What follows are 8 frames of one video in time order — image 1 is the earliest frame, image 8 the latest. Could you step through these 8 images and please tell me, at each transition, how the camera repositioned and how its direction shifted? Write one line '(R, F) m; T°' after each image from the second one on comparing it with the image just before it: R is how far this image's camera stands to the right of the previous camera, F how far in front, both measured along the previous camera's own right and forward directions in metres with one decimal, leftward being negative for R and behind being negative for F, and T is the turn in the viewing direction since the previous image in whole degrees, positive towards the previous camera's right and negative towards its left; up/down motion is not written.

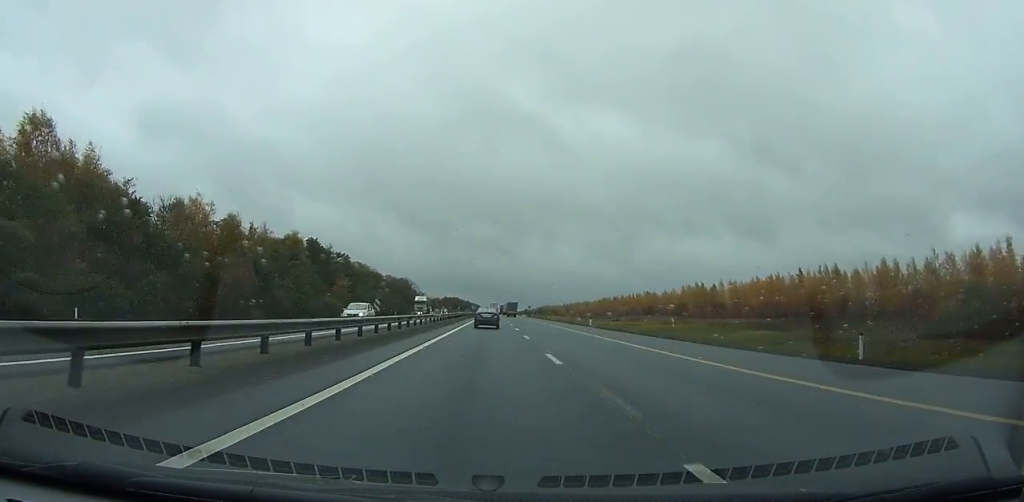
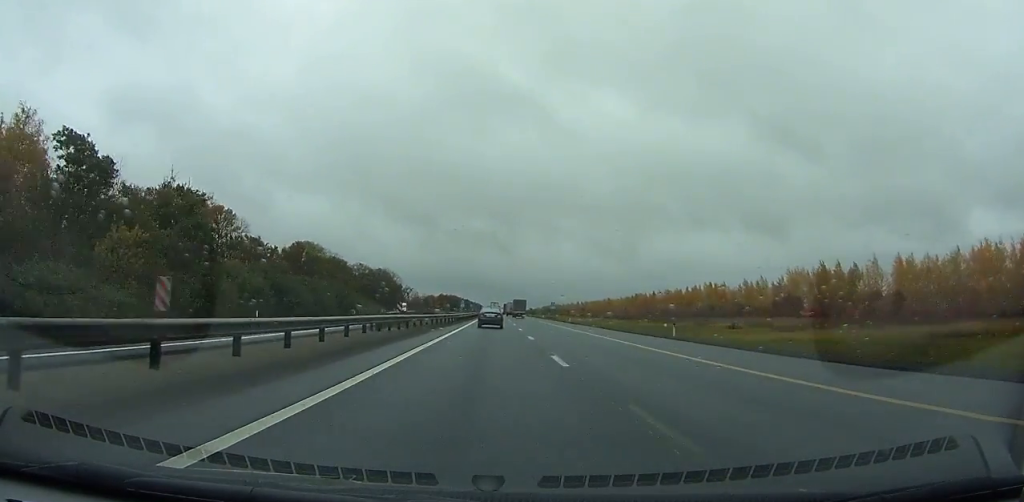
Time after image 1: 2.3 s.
(-0.1, +75.6) m; 0°
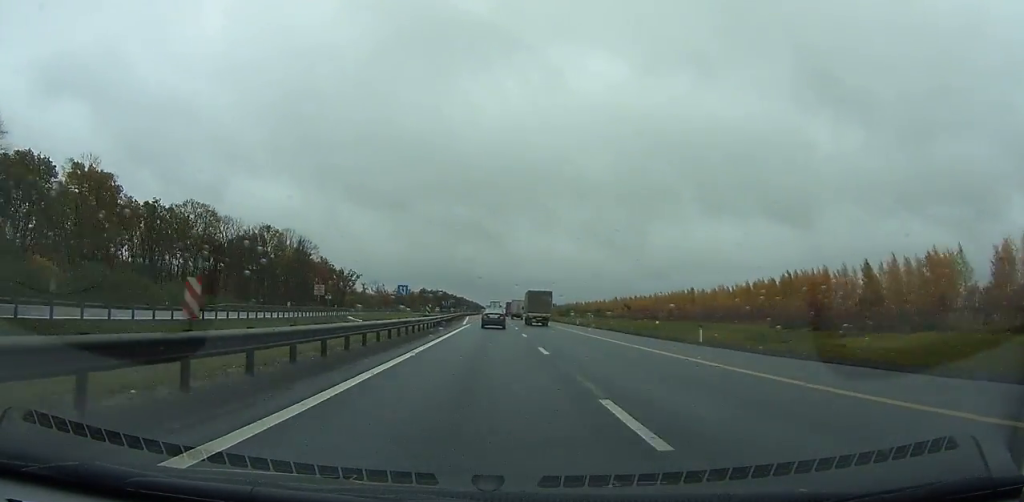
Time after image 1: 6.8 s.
(0.0, +144.0) m; 0°
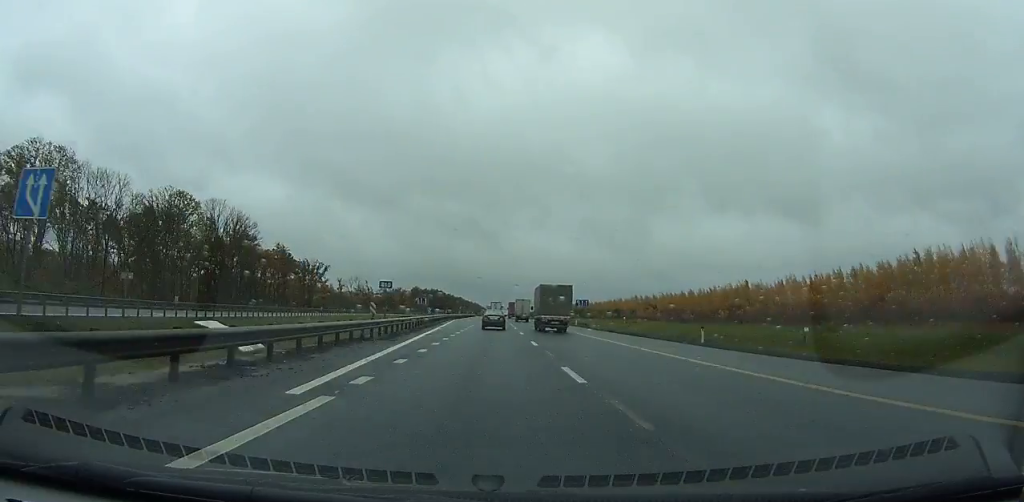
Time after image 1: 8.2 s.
(0.0, +43.7) m; 0°
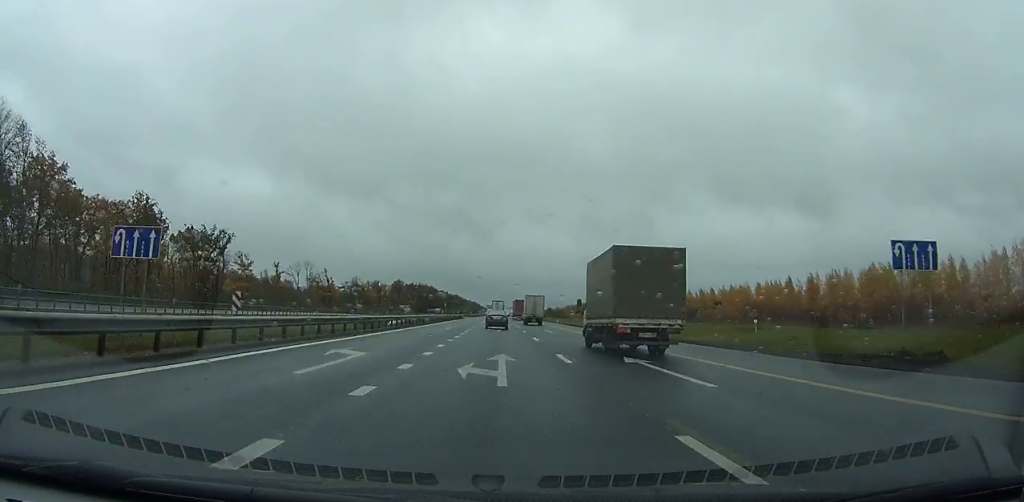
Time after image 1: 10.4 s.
(0.0, +68.4) m; 0°
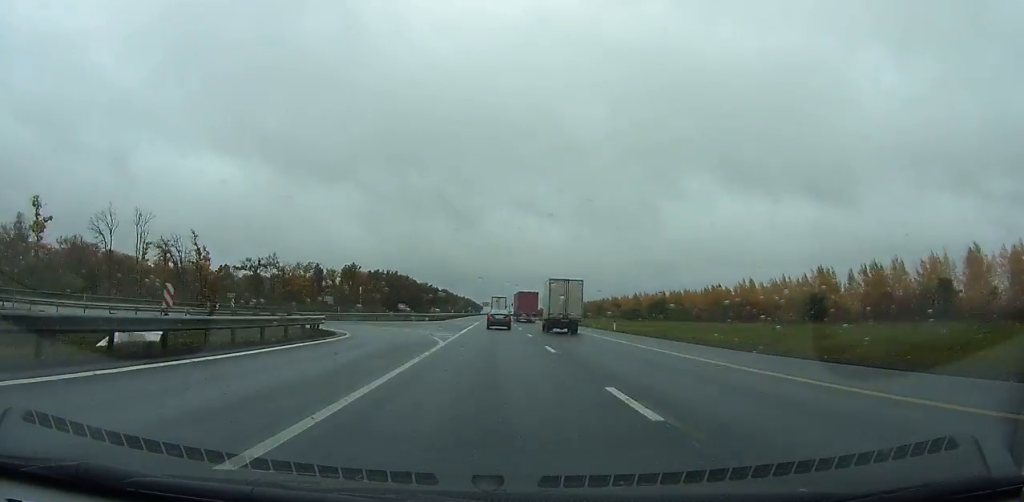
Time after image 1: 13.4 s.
(0.0, +92.1) m; 0°
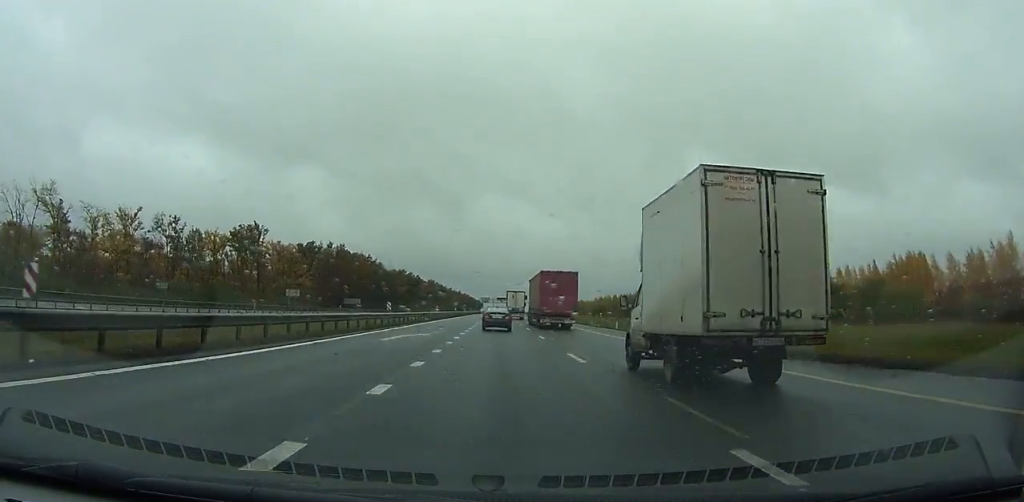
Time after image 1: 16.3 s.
(0.0, +87.7) m; 0°
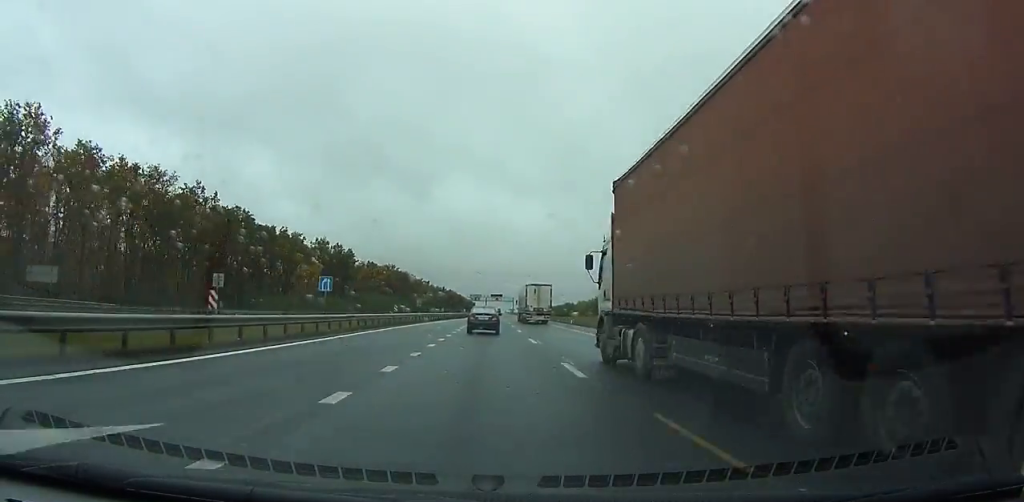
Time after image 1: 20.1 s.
(0.0, +112.1) m; 0°
